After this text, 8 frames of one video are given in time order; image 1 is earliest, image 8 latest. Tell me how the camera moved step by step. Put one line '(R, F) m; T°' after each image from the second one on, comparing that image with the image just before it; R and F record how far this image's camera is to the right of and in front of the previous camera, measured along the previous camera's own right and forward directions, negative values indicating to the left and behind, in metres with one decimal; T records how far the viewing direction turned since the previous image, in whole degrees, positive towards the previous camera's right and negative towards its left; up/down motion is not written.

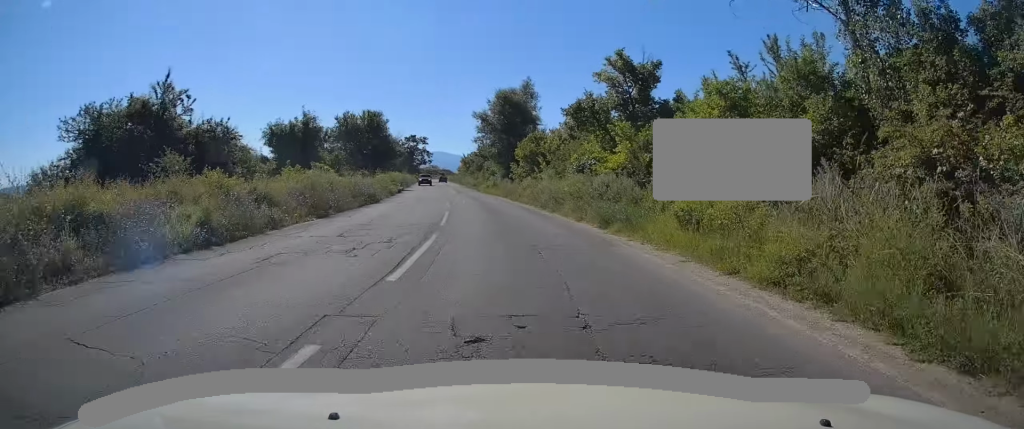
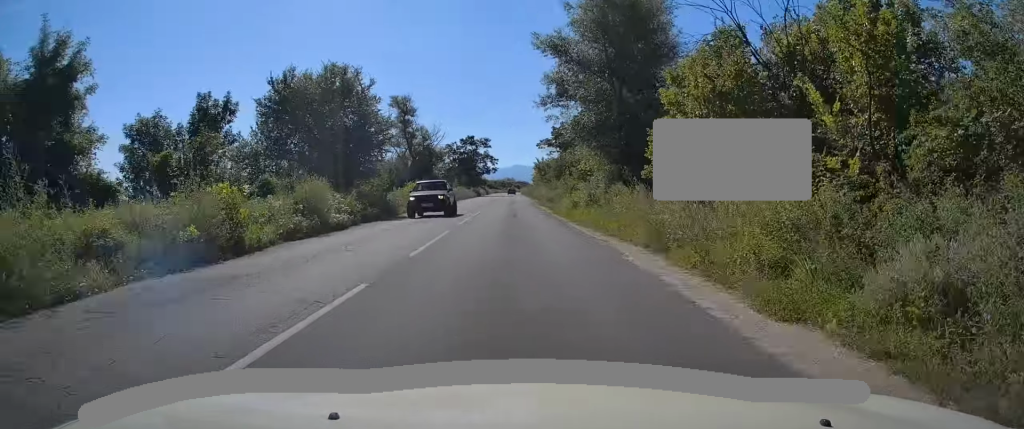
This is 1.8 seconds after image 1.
(-1.6, +34.6) m; -5°
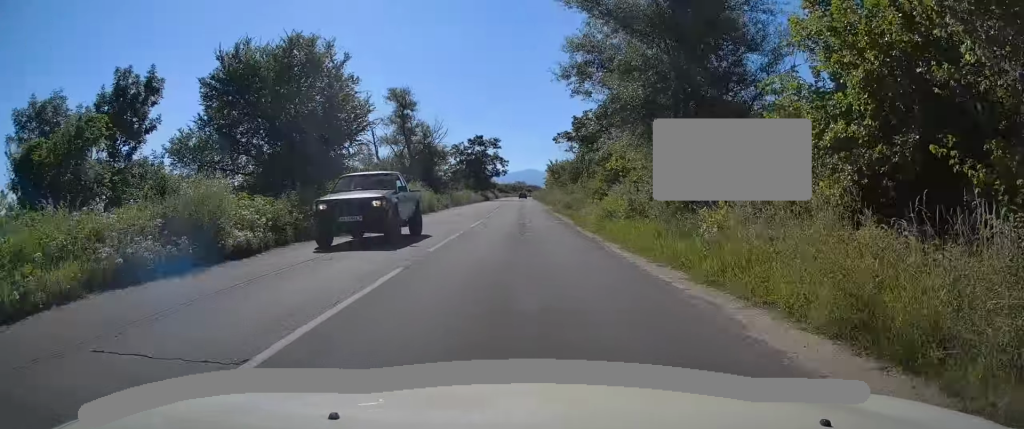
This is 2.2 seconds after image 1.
(-0.1, +7.8) m; -1°
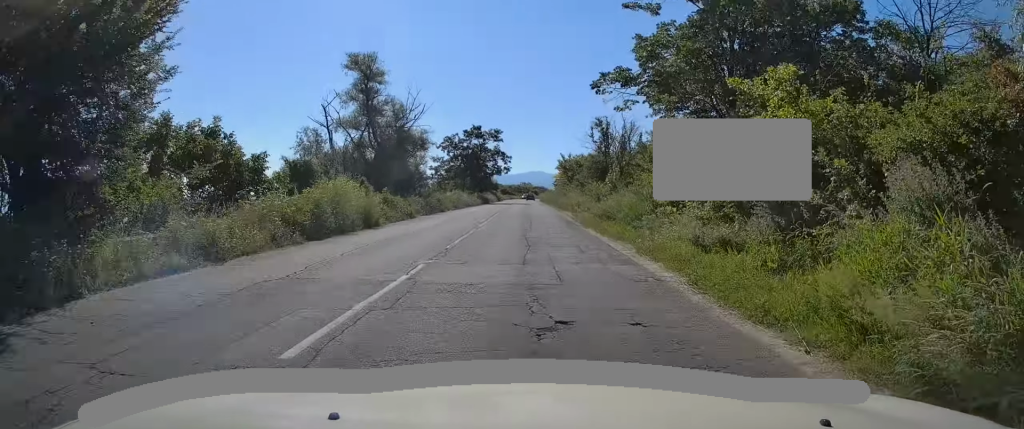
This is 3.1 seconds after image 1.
(-0.2, +16.9) m; -2°
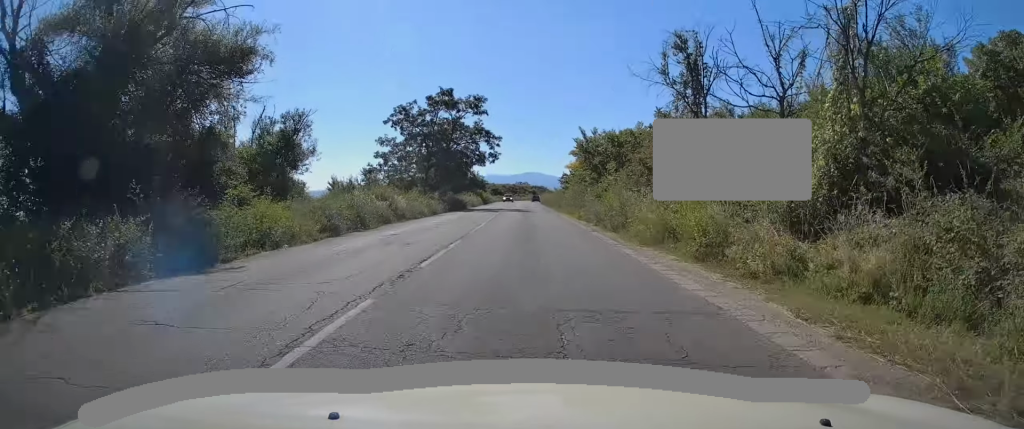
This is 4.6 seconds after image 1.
(-0.6, +31.2) m; 0°
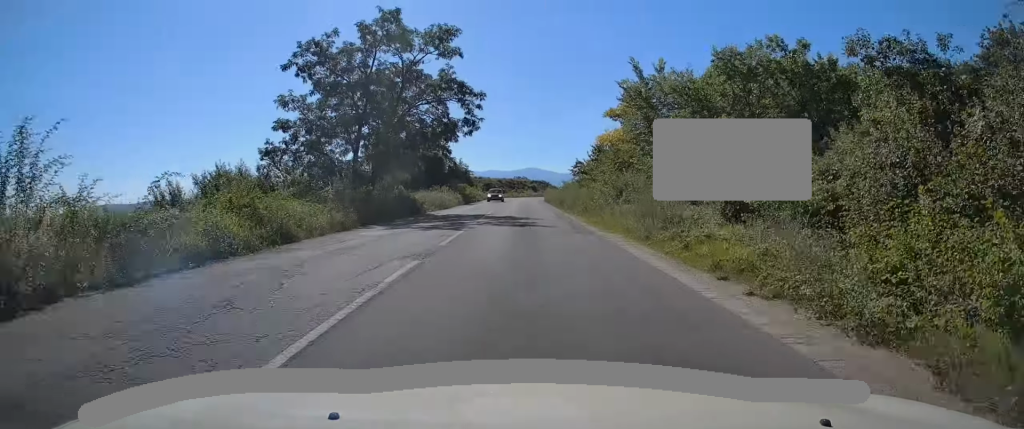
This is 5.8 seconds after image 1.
(+0.4, +23.5) m; +2°
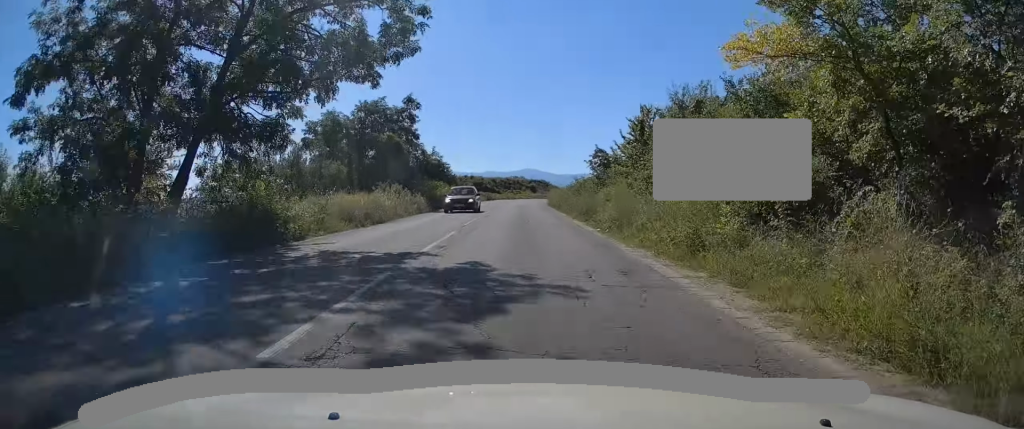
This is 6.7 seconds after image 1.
(+0.3, +19.2) m; 0°
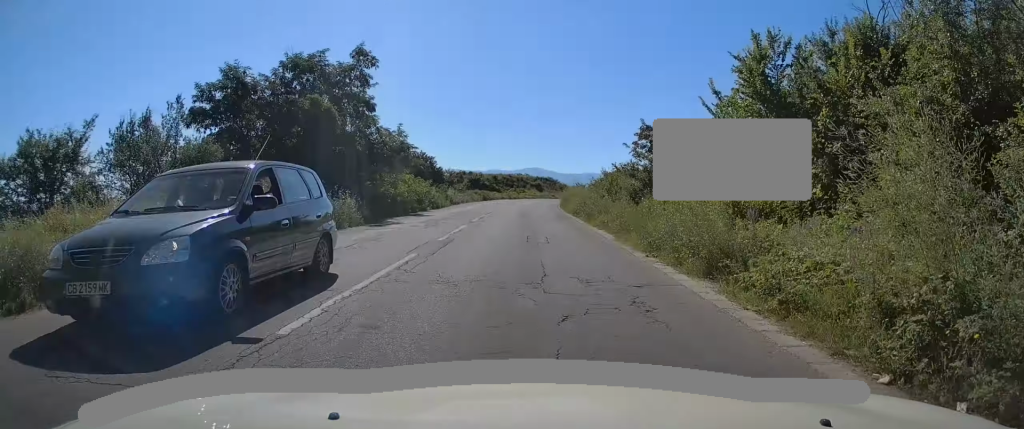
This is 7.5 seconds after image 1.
(-0.3, +15.9) m; -1°
